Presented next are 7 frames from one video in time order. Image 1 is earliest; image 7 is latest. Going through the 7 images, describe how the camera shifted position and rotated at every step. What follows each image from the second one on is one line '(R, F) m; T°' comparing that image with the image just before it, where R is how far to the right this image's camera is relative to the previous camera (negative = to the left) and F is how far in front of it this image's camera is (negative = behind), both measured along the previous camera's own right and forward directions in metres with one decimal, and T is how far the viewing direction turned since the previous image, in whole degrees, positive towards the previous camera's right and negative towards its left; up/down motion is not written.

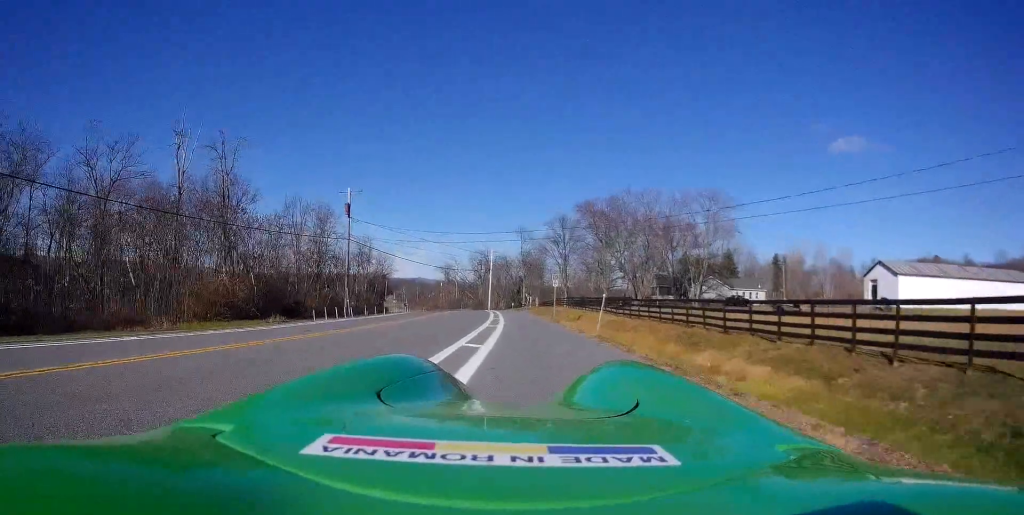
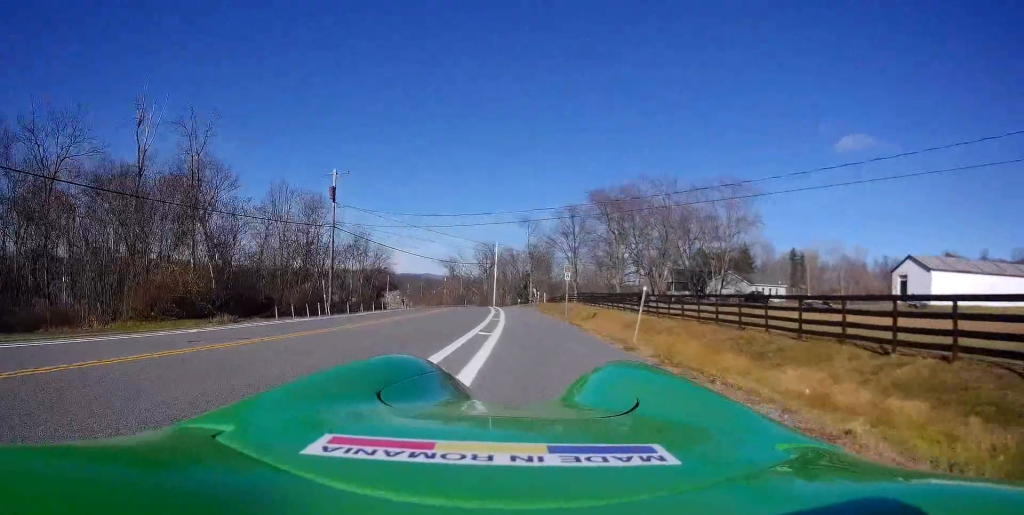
(0.0, +6.4) m; -2°
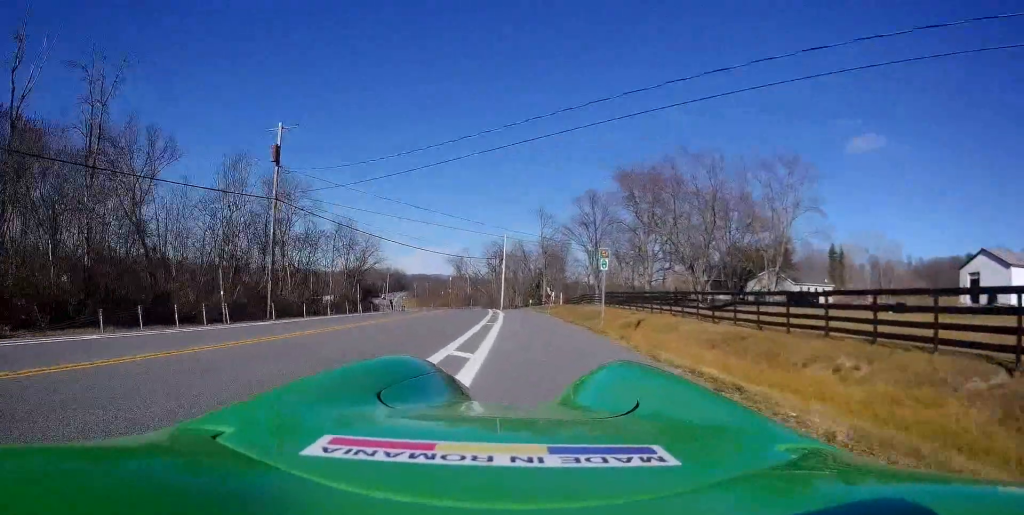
(-0.4, +13.6) m; -2°
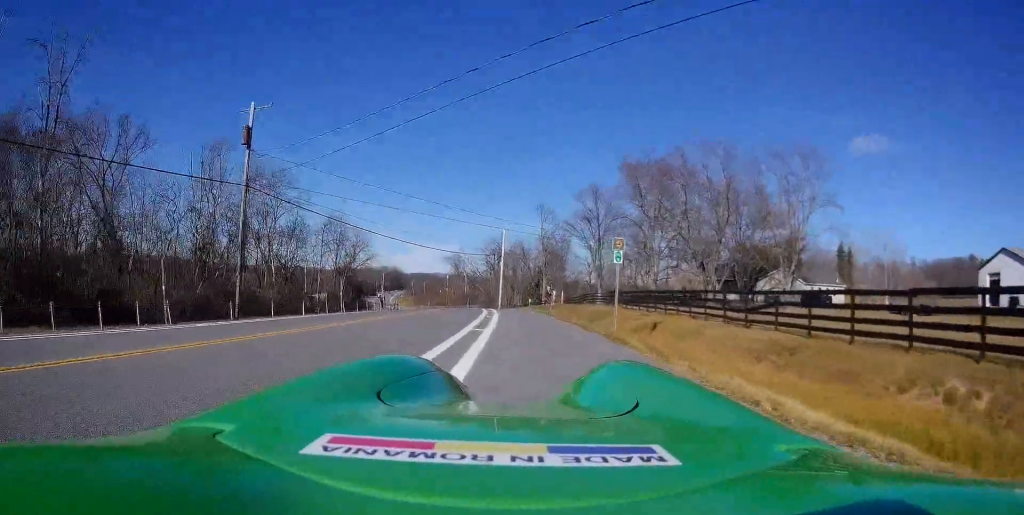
(0.0, +3.8) m; 0°
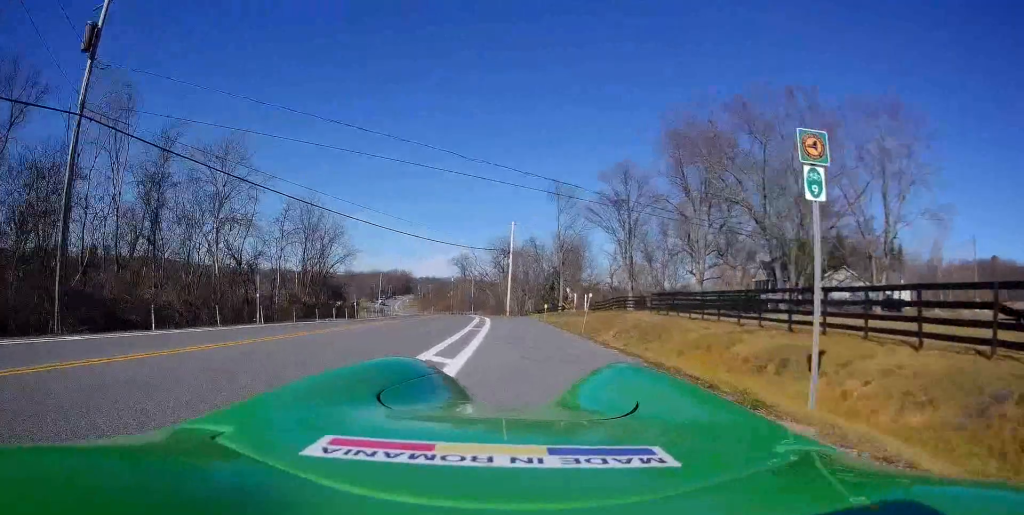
(+0.3, +14.8) m; +2°
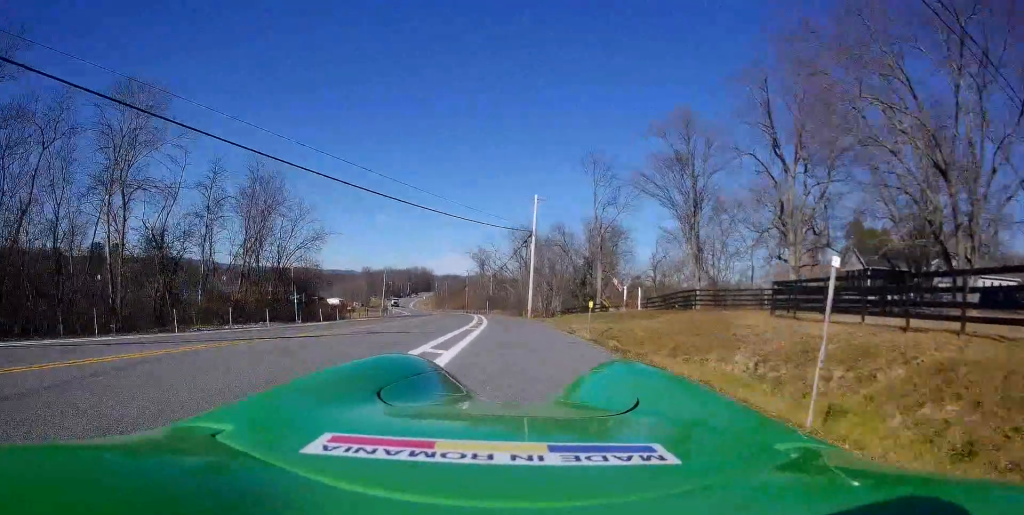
(-0.5, +17.2) m; -5°
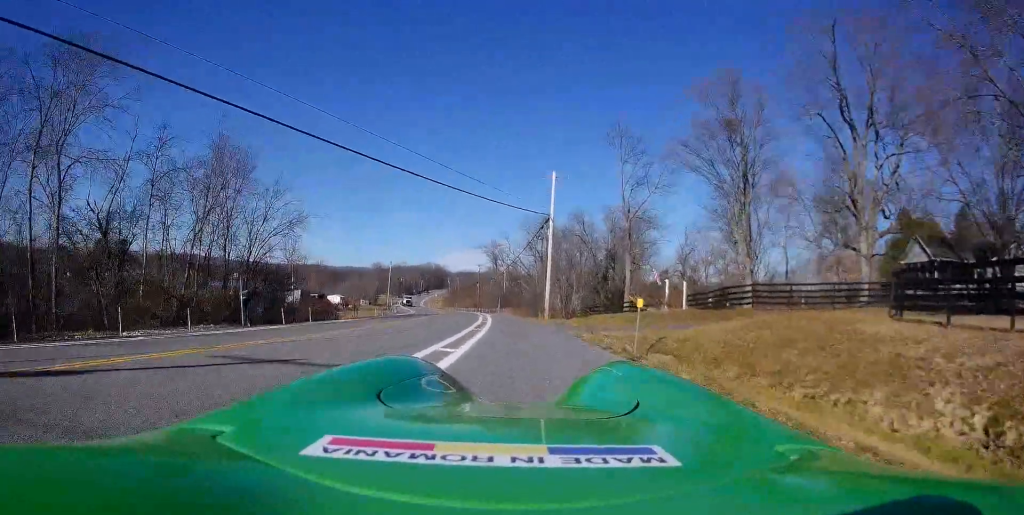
(-0.2, +8.2) m; -1°
